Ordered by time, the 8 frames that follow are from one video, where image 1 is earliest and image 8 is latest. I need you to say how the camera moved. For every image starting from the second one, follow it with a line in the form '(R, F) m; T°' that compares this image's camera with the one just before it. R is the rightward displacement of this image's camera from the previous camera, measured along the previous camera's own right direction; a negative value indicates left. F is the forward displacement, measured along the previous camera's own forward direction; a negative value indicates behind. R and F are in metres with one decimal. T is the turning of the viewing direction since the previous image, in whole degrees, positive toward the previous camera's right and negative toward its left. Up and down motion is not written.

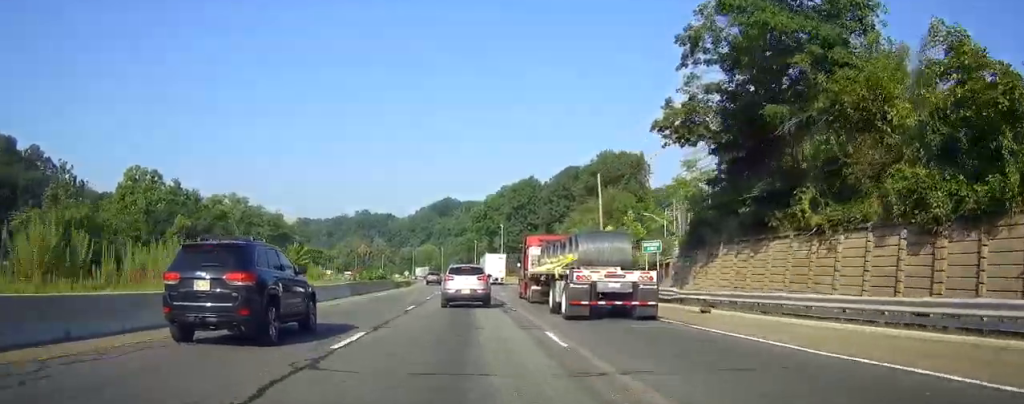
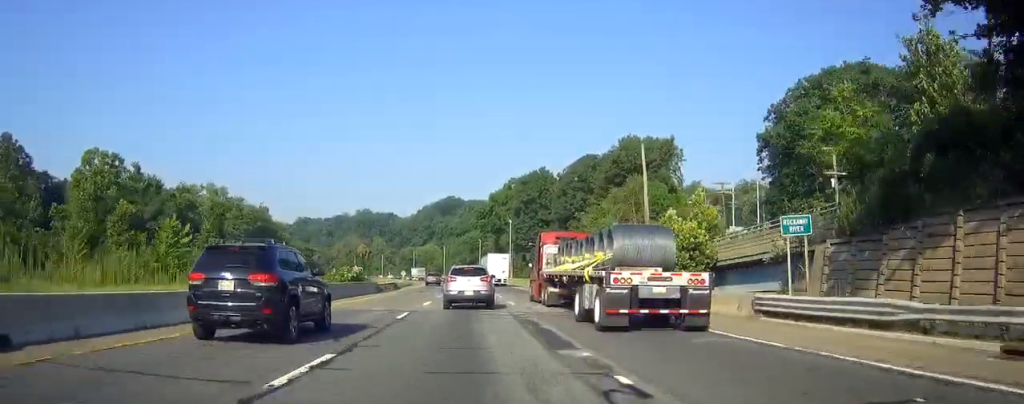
(0.0, +17.1) m; 0°
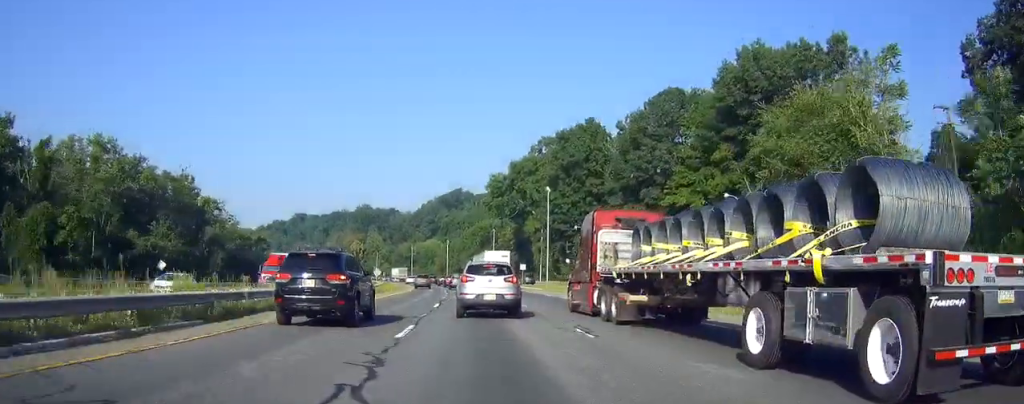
(-0.2, +53.1) m; 0°
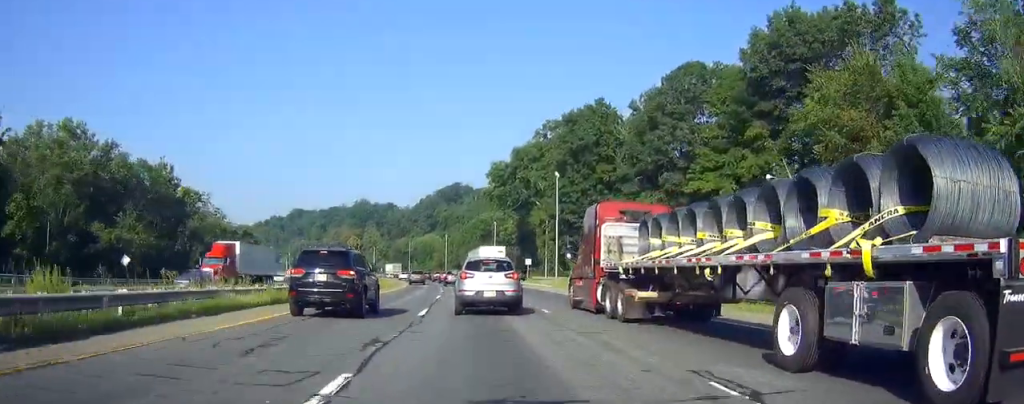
(0.0, +9.7) m; 0°
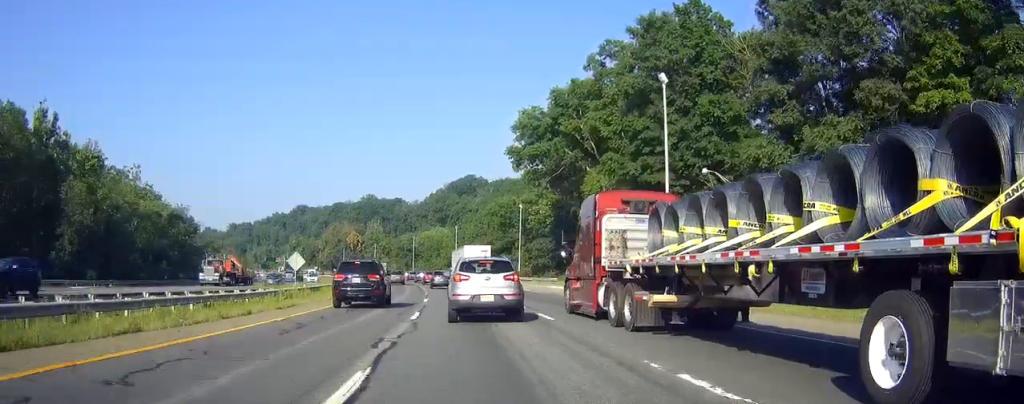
(-0.2, +41.8) m; -1°
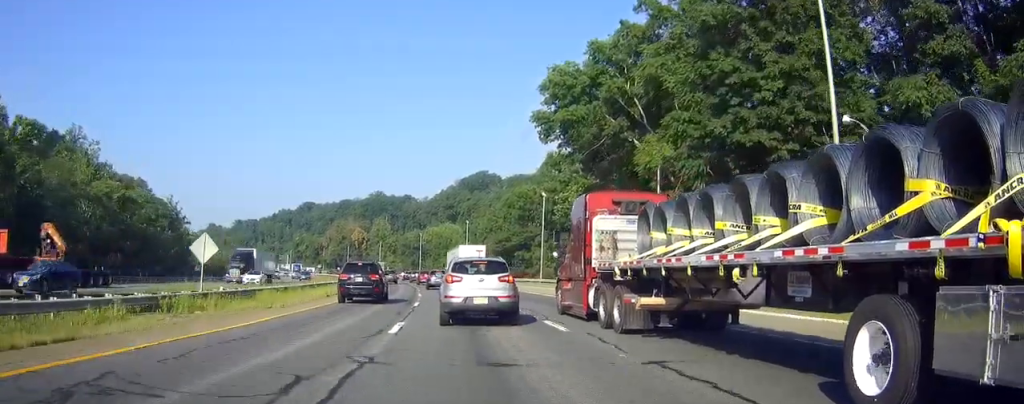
(-0.1, +18.3) m; 0°
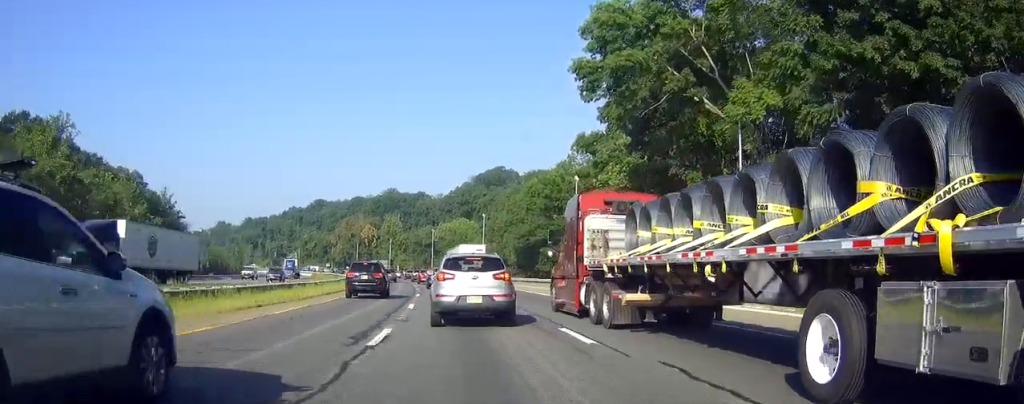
(0.0, +15.7) m; 0°
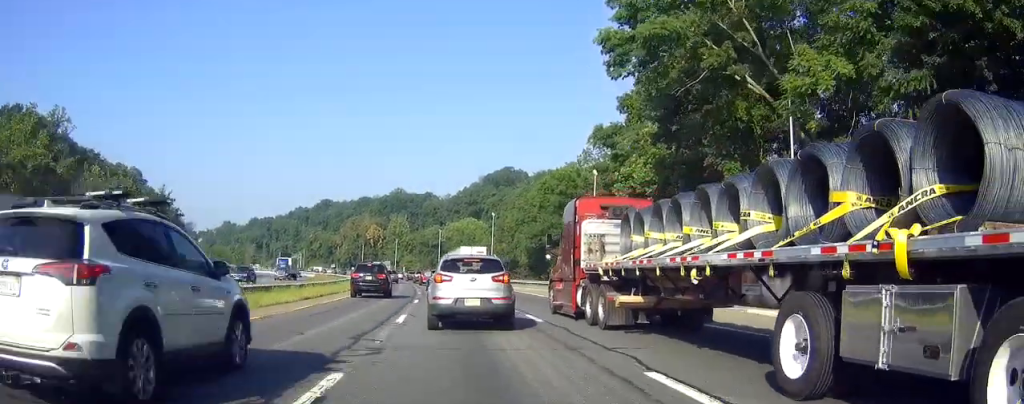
(0.0, +6.8) m; 0°
